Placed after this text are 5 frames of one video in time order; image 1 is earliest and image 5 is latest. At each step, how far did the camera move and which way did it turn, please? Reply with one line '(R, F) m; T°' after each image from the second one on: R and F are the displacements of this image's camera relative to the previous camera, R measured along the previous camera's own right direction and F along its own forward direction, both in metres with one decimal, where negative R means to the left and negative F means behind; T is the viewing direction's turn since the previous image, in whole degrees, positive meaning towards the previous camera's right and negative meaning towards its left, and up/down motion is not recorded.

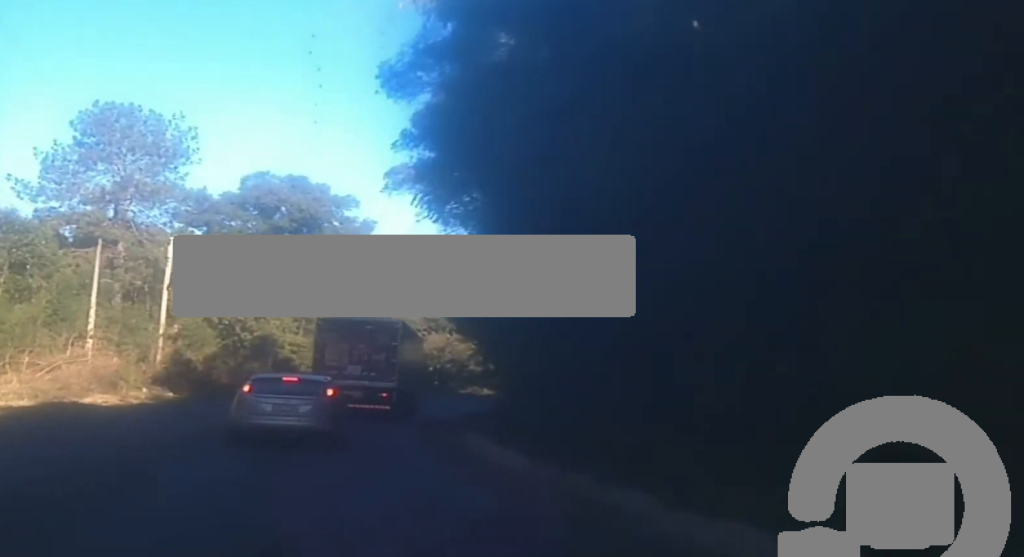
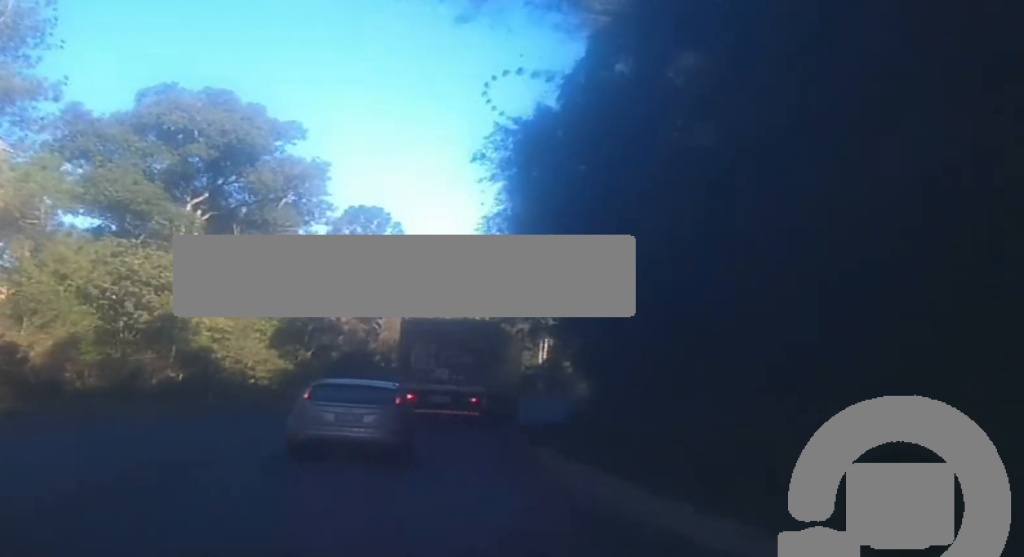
(-0.4, +21.6) m; +4°
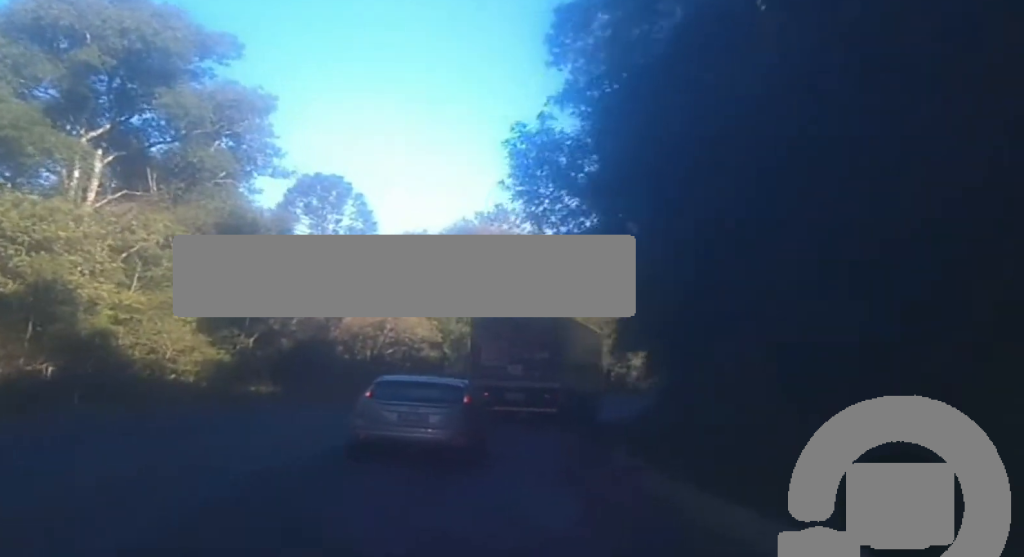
(+1.3, +13.6) m; +6°
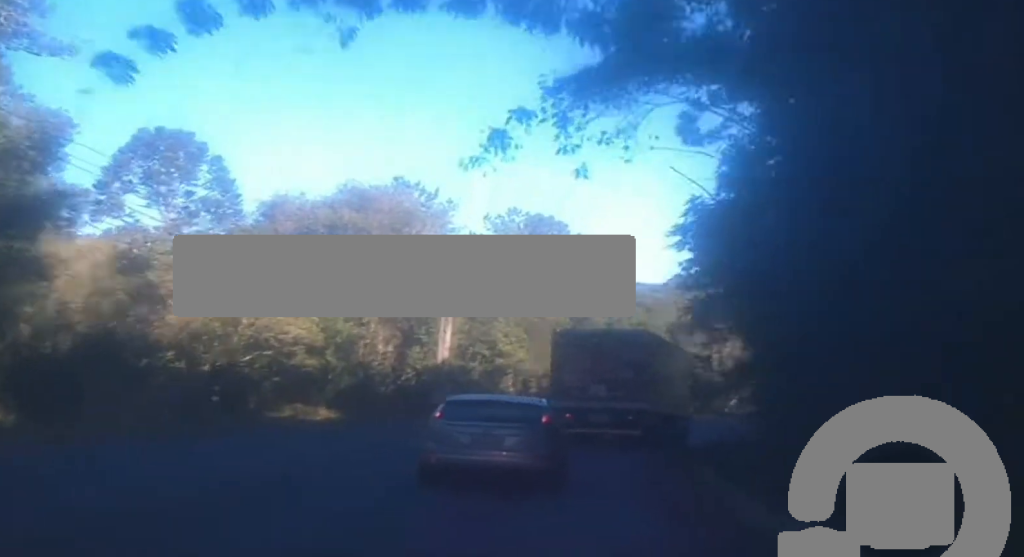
(+0.8, +19.5) m; +7°
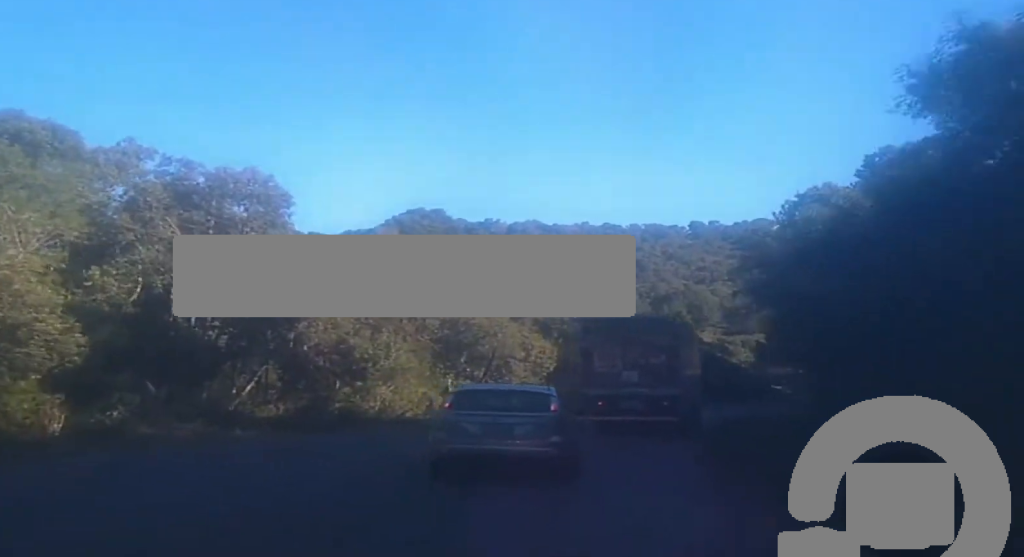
(+9.8, +51.7) m; +24°
